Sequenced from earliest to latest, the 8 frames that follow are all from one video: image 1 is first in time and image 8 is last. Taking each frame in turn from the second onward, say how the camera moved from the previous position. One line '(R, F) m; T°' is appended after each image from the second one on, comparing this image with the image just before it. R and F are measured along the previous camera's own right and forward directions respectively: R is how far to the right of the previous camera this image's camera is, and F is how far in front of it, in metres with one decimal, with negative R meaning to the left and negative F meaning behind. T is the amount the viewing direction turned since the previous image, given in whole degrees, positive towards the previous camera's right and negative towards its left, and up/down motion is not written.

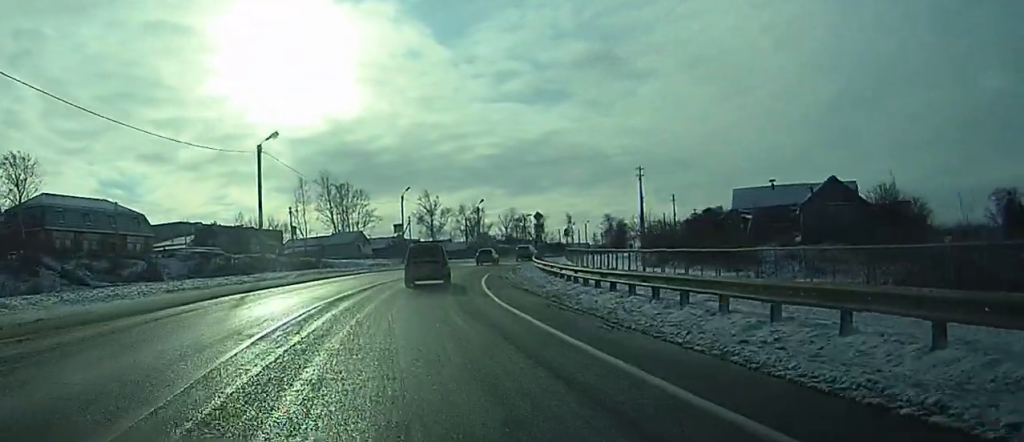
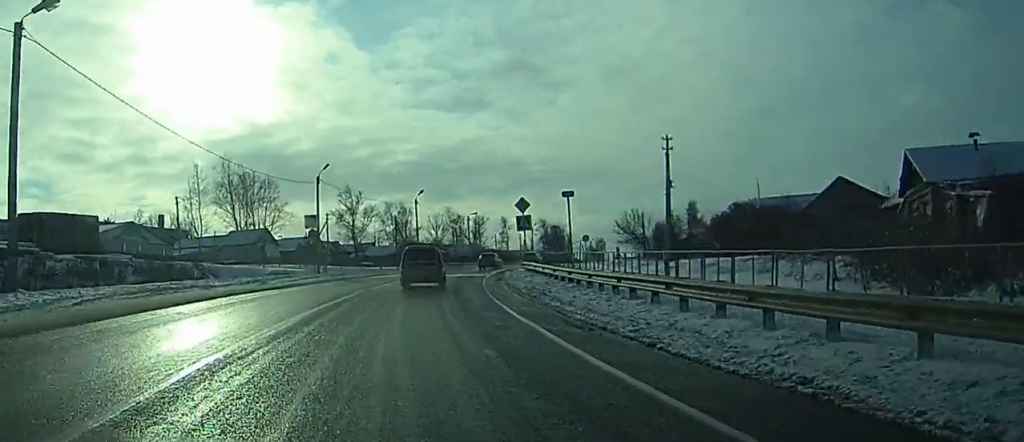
(+1.0, +26.1) m; +5°
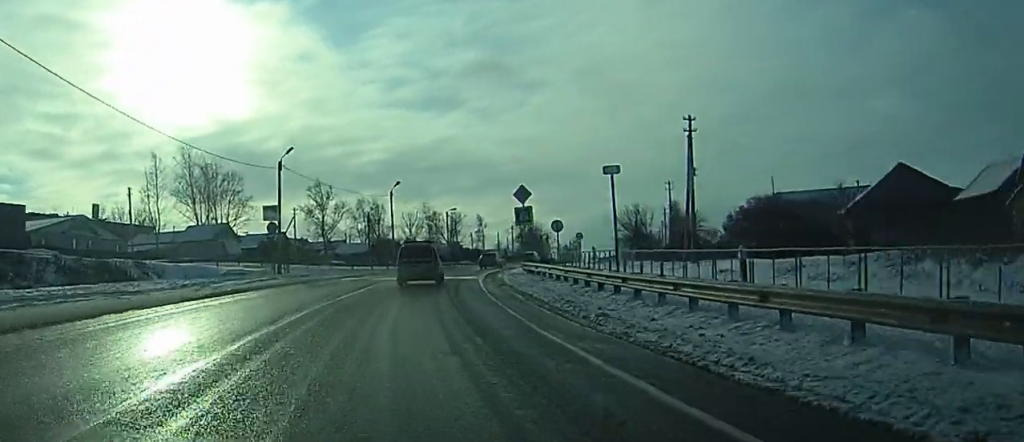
(+0.2, +8.4) m; +1°
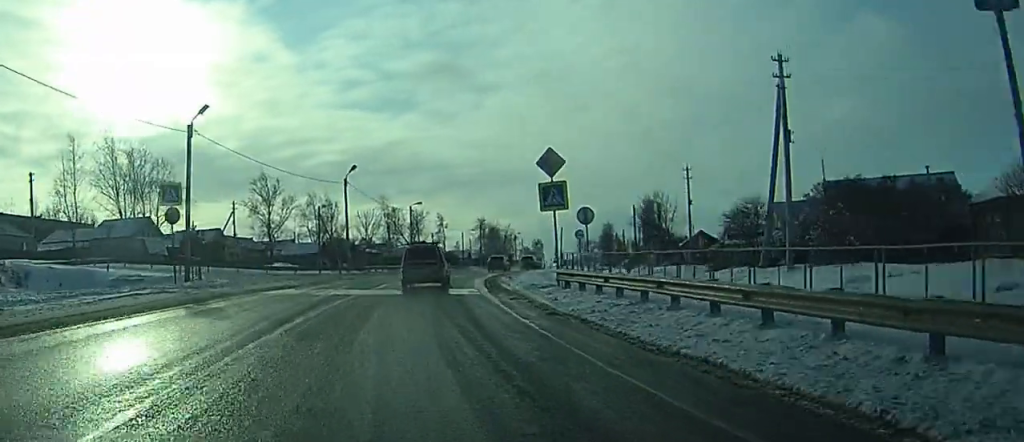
(+0.3, +15.3) m; +3°
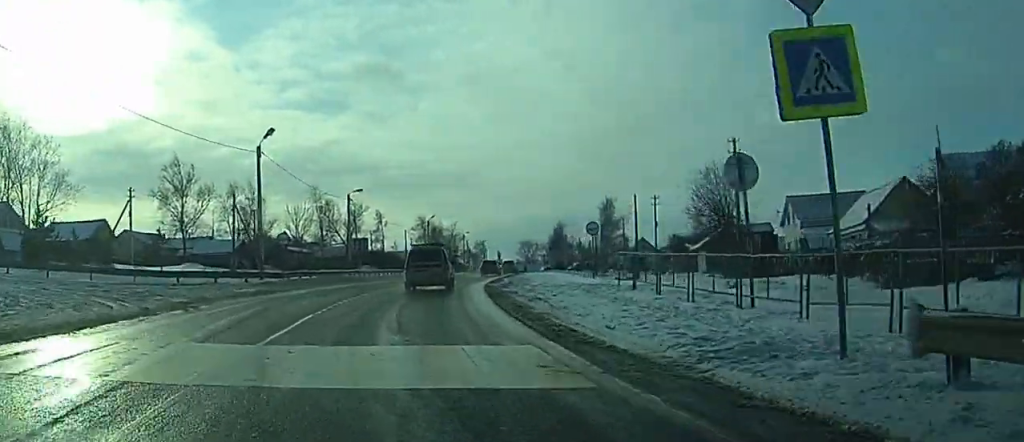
(+0.7, +18.8) m; +4°
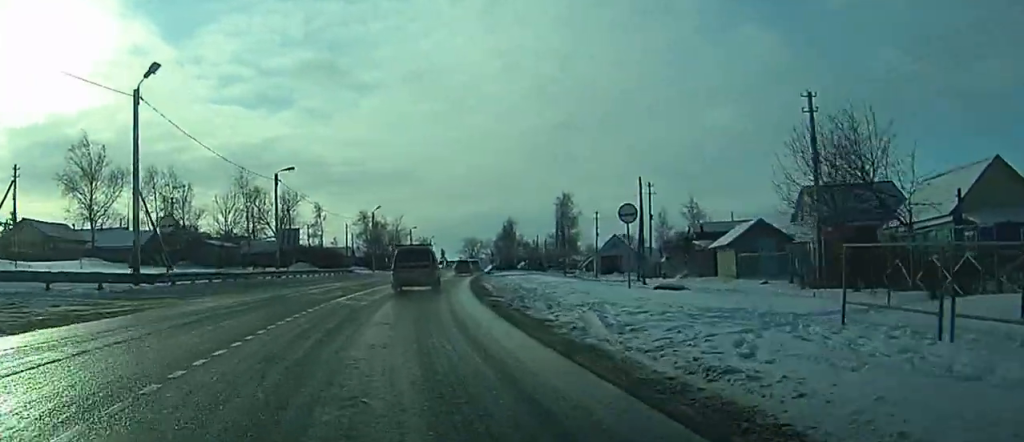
(+0.4, +14.3) m; +4°
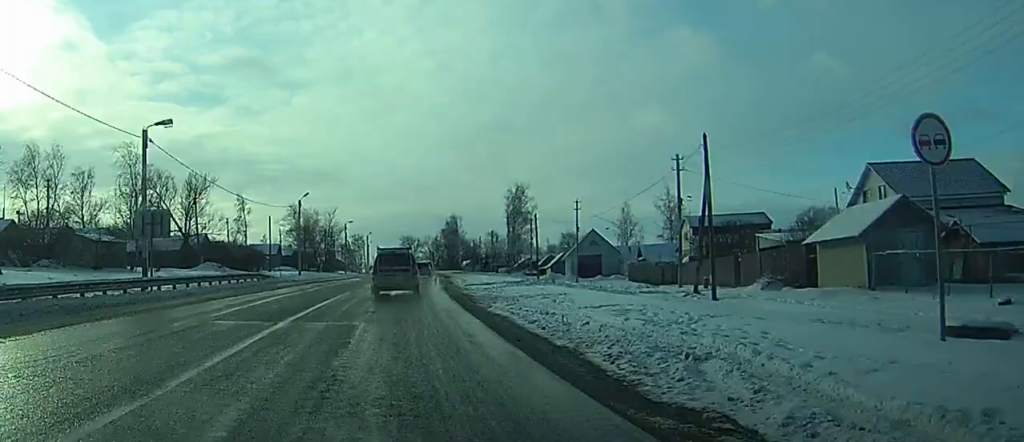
(+1.0, +18.6) m; +6°
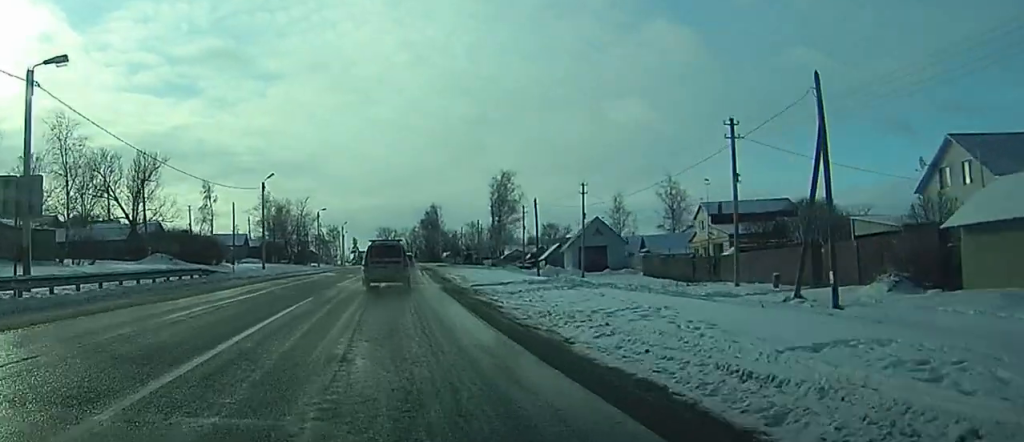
(+0.2, +10.4) m; +2°
